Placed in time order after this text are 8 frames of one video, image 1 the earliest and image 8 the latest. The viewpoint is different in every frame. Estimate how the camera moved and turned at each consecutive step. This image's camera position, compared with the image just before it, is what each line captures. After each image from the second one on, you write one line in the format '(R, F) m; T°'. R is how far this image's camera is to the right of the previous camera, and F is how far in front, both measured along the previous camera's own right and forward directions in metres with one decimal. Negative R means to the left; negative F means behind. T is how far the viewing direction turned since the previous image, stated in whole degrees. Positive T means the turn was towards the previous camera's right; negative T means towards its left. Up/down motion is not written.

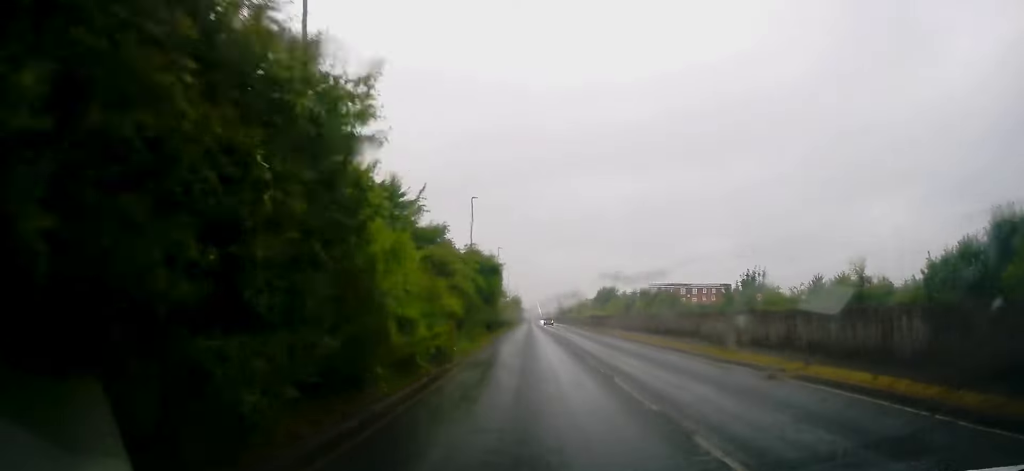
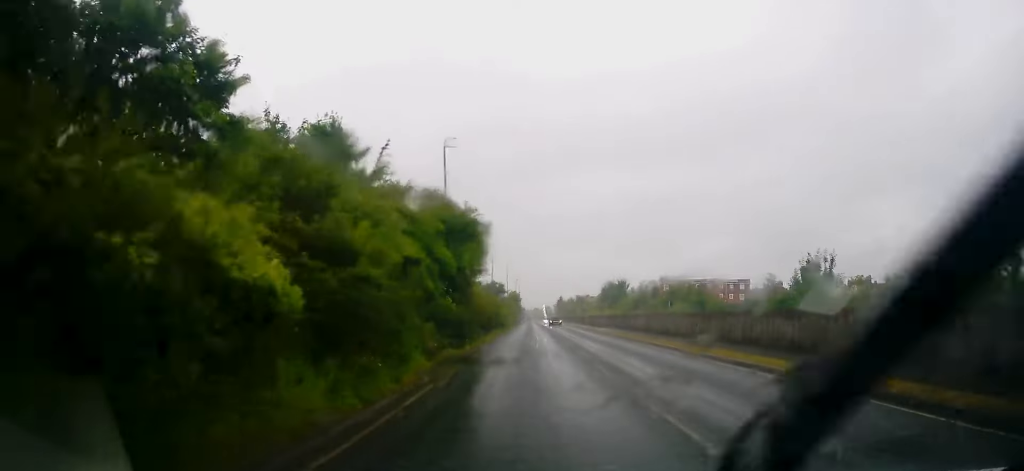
(-0.1, +14.2) m; 0°
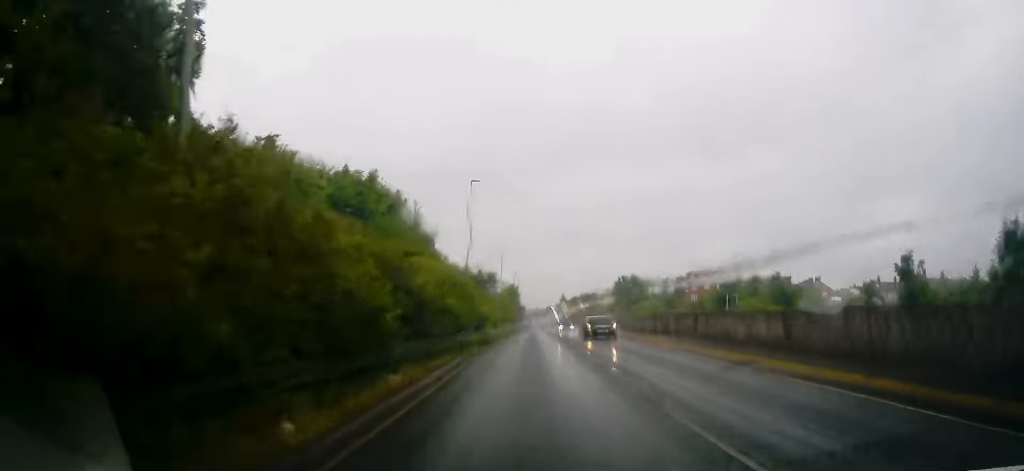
(+0.1, +24.2) m; 0°
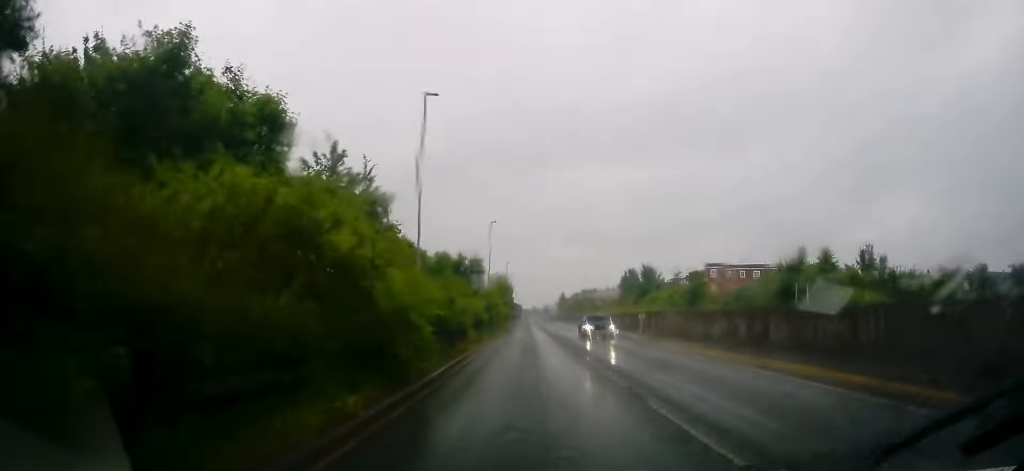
(0.0, +16.7) m; 0°
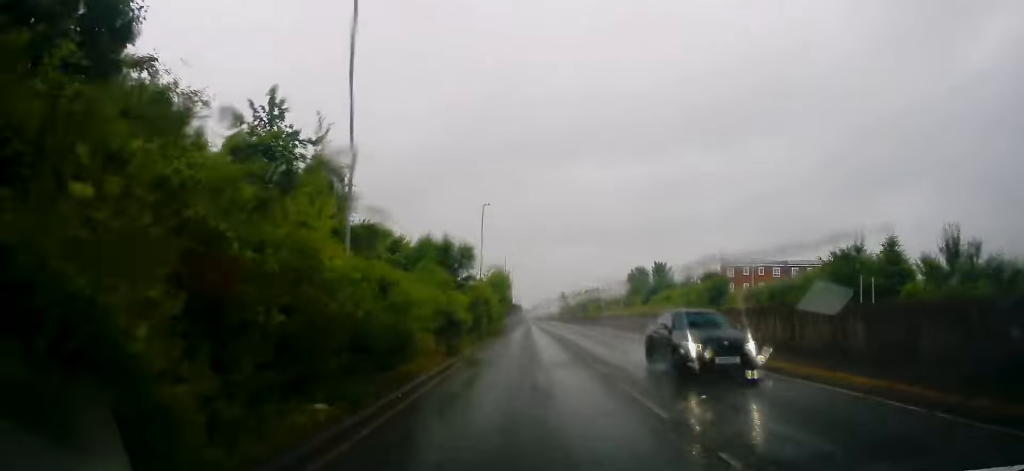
(0.0, +9.8) m; 0°
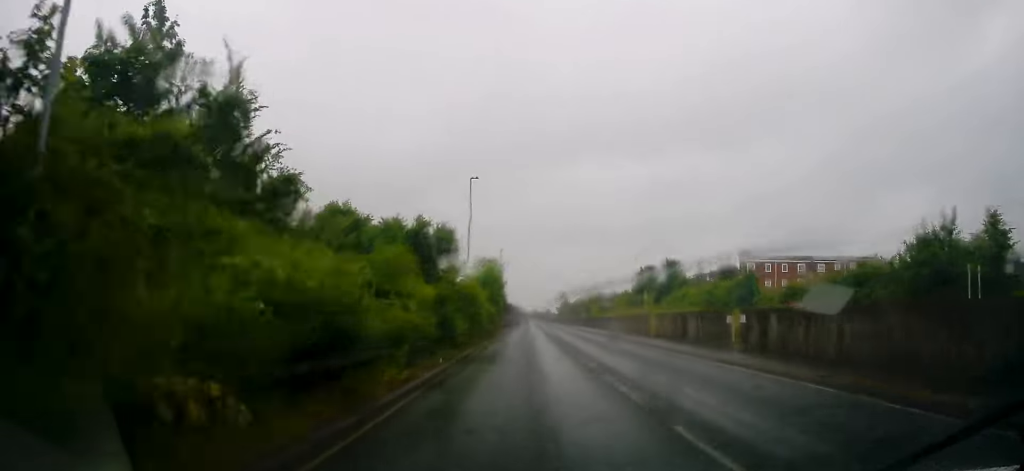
(0.0, +10.3) m; 0°
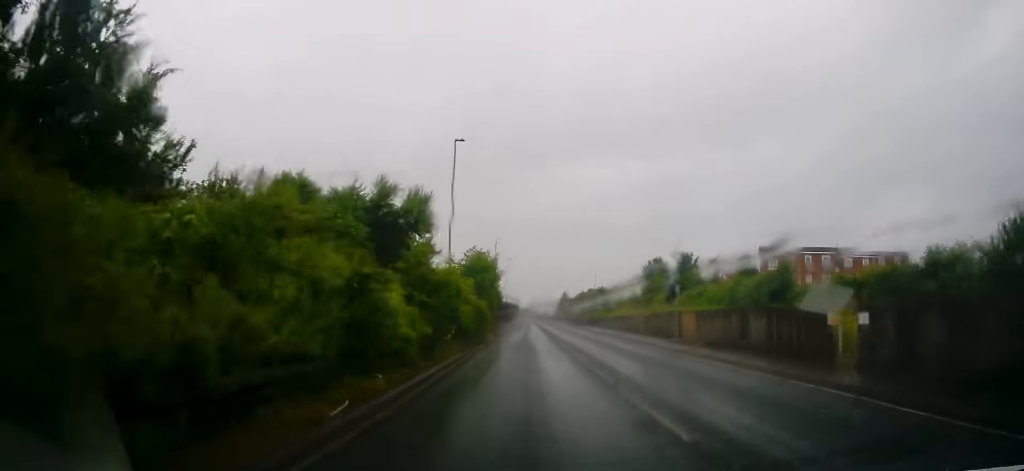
(0.0, +8.6) m; 0°
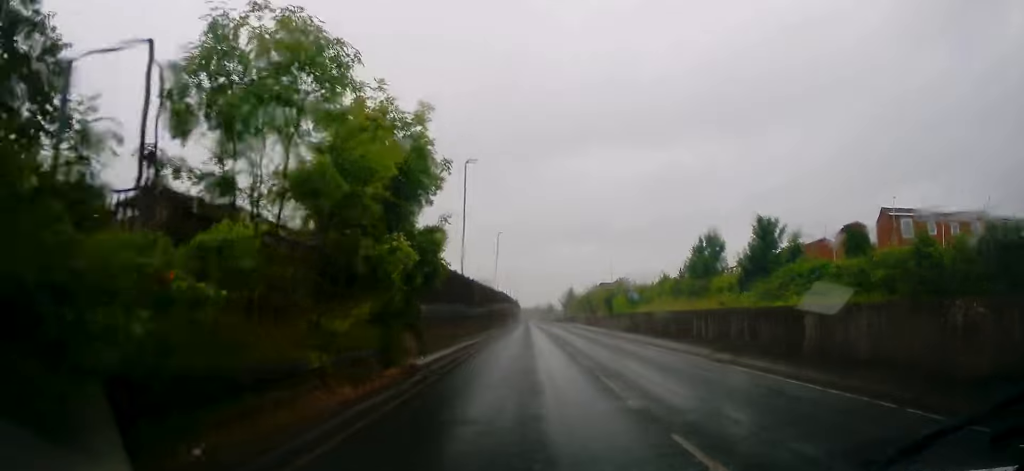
(+0.3, +33.0) m; -1°
